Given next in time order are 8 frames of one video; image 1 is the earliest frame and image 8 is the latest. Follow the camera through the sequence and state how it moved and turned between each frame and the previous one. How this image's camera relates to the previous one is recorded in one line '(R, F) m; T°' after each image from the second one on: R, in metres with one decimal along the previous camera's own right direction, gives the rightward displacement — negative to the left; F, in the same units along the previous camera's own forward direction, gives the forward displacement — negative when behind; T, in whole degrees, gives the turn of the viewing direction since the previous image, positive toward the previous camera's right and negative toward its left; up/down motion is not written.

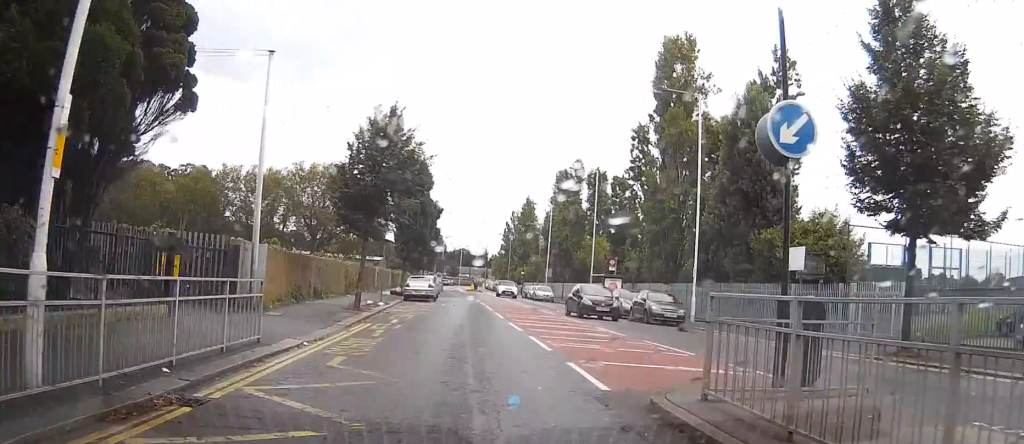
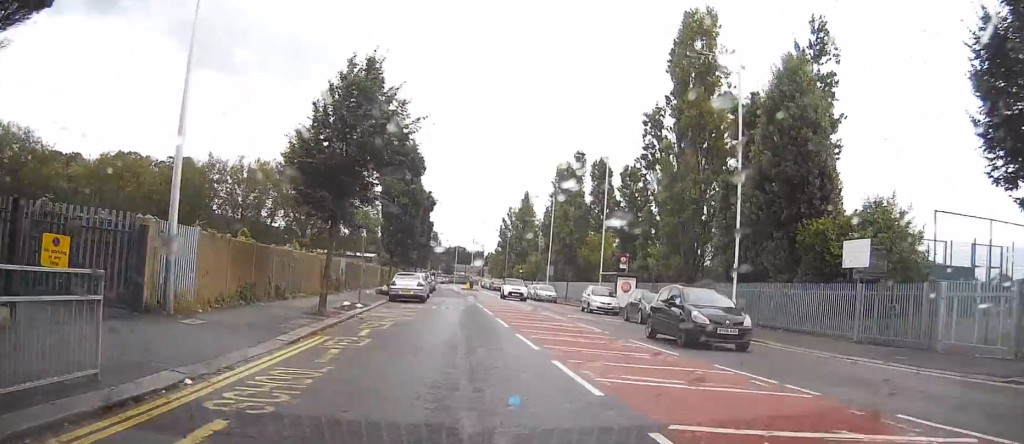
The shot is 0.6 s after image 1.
(0.0, +6.1) m; 0°
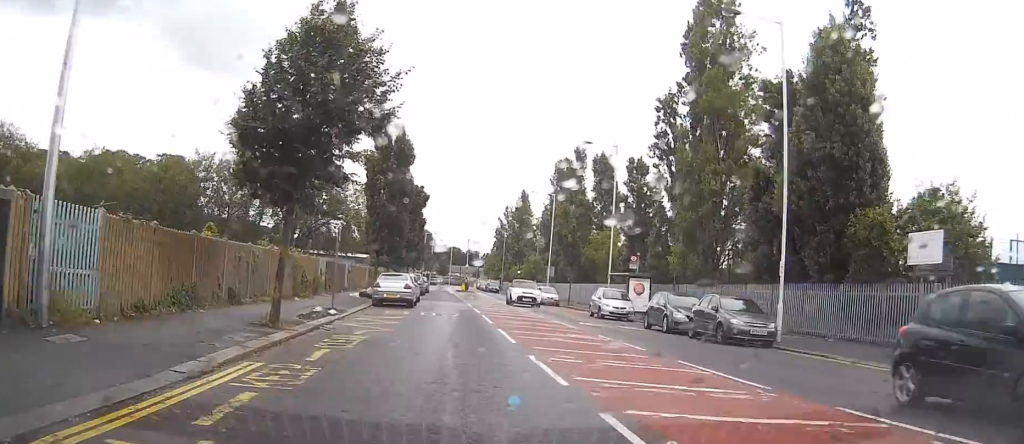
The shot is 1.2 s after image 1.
(0.0, +5.3) m; 0°
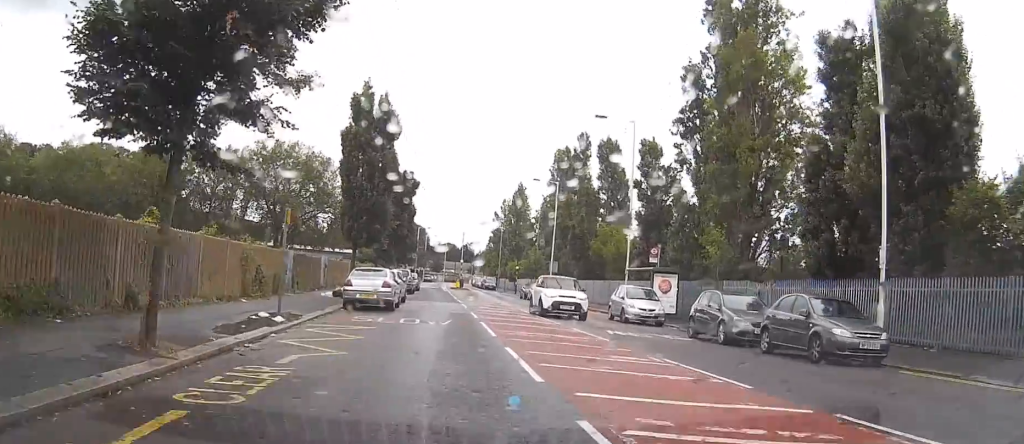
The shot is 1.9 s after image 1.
(0.0, +6.8) m; 0°
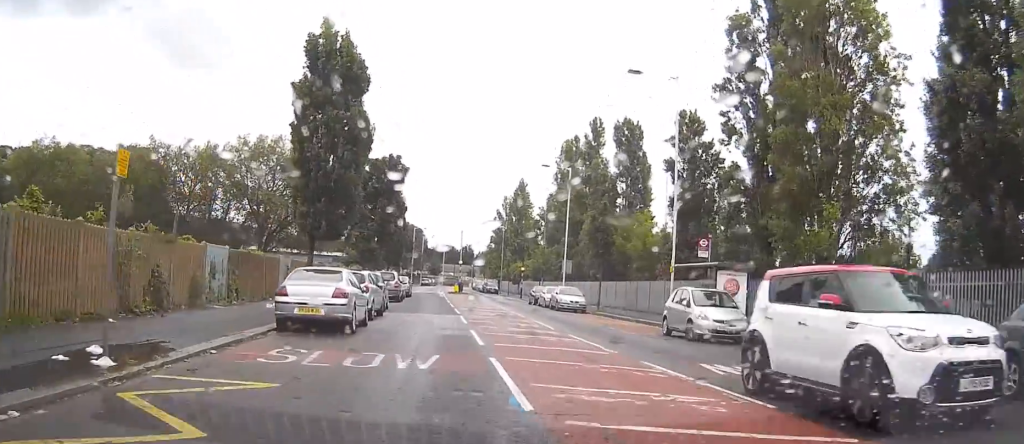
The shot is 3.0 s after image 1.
(-0.1, +10.5) m; 0°
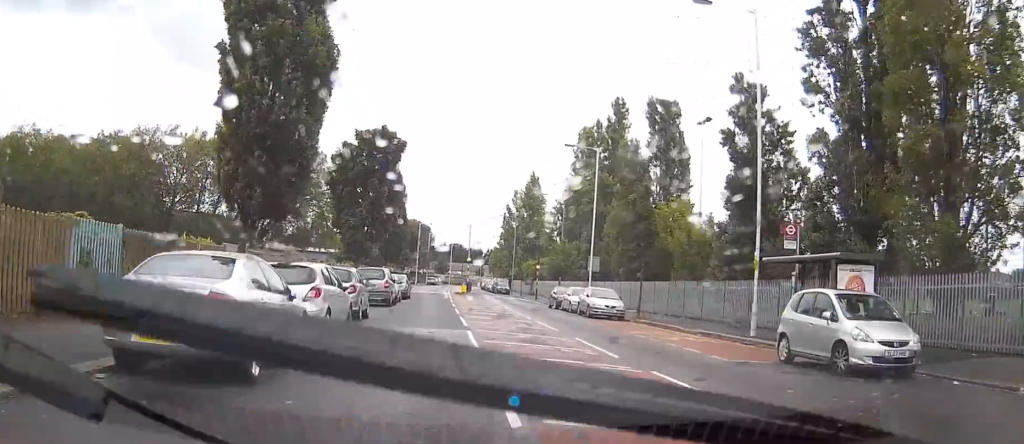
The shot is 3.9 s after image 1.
(0.0, +9.8) m; 0°
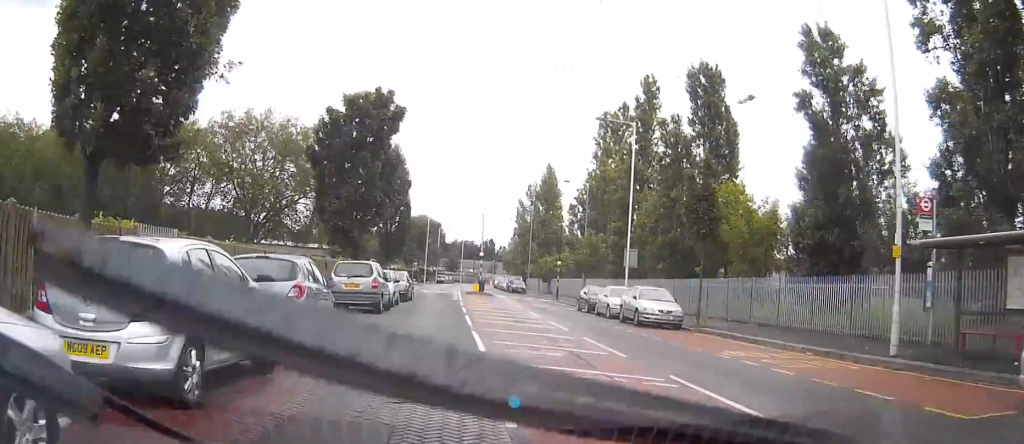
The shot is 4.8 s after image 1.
(0.0, +6.8) m; 0°
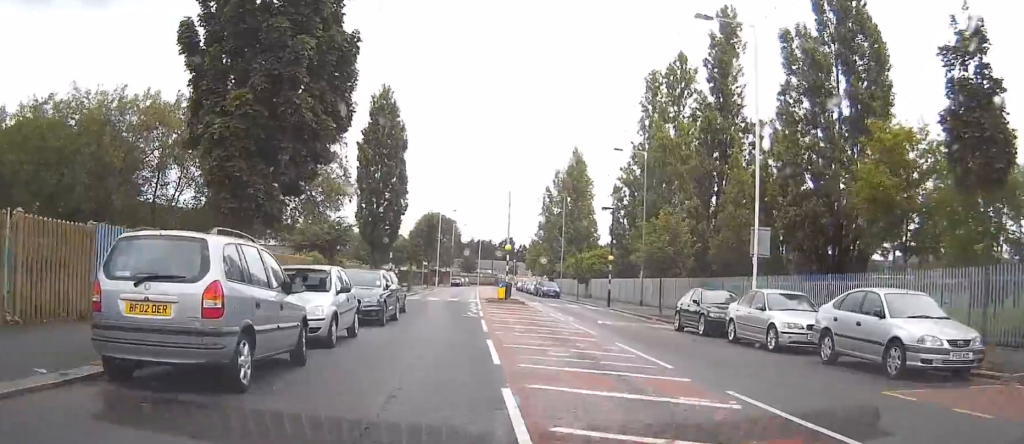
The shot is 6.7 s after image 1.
(0.0, +10.4) m; 0°
